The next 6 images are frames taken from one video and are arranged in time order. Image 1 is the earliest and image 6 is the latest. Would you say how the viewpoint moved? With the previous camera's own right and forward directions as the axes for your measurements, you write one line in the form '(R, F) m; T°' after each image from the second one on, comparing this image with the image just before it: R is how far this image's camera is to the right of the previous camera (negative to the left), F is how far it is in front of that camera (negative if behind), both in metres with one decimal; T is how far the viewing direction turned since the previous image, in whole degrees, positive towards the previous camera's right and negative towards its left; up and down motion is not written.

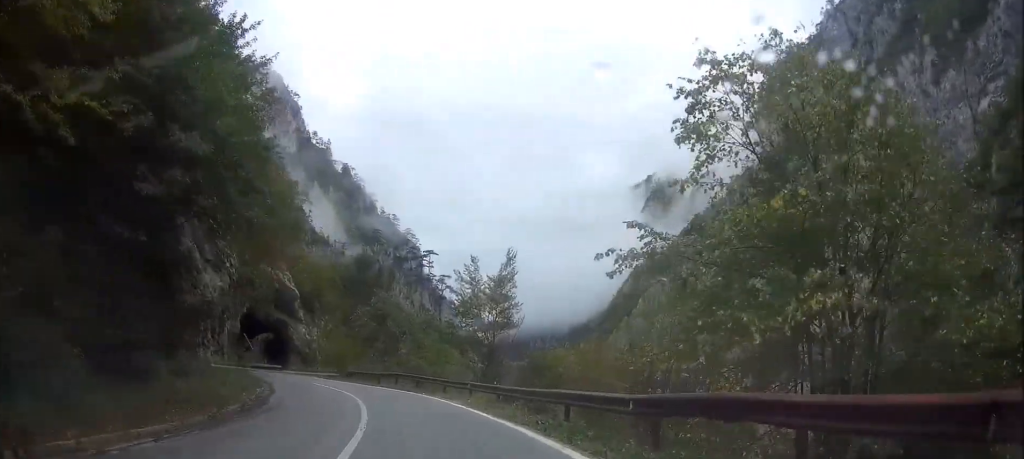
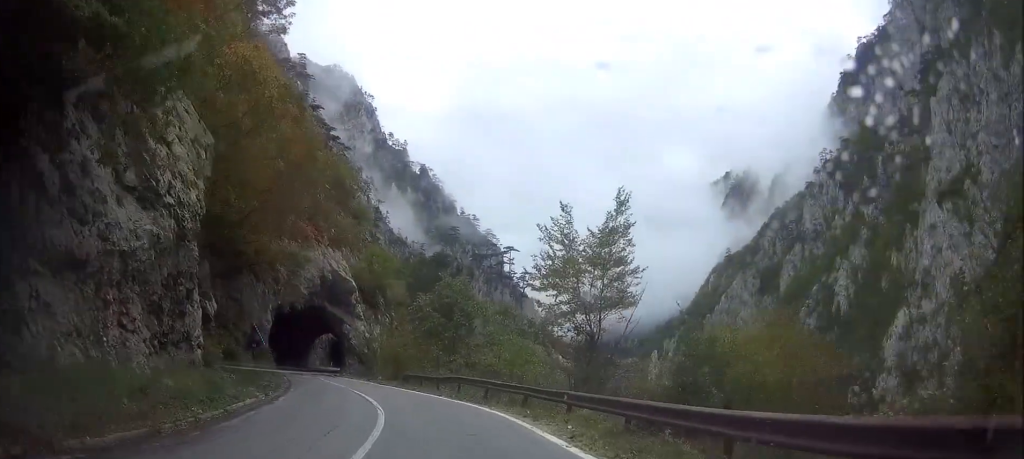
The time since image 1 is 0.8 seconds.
(-0.7, +9.6) m; -8°
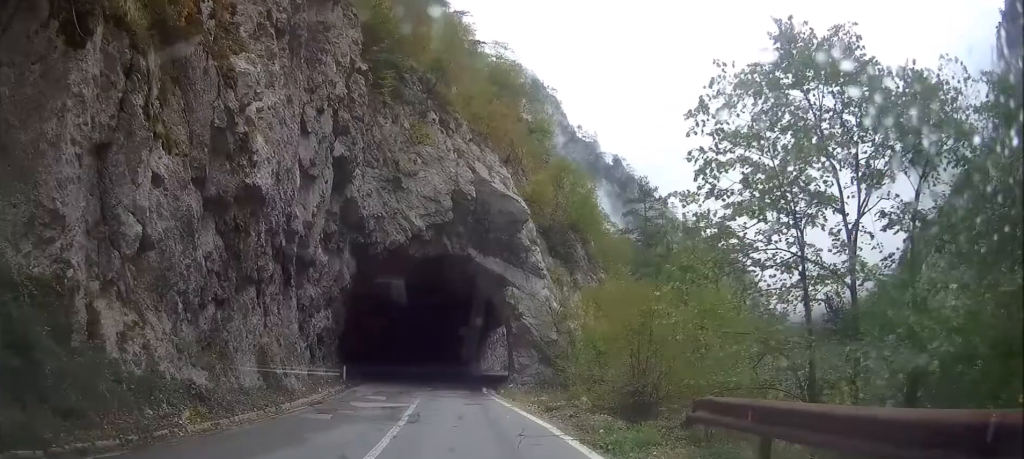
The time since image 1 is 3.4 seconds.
(-4.8, +33.2) m; -13°
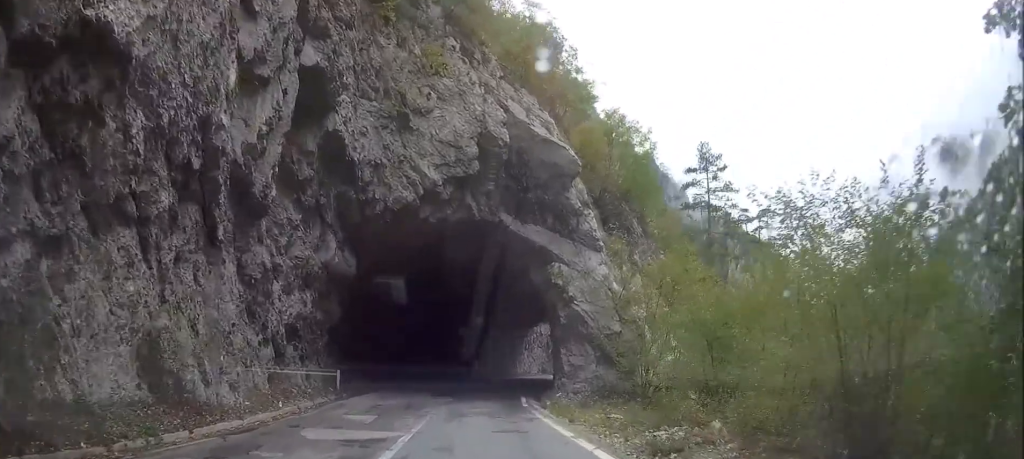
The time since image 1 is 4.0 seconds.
(-0.4, +8.3) m; -3°
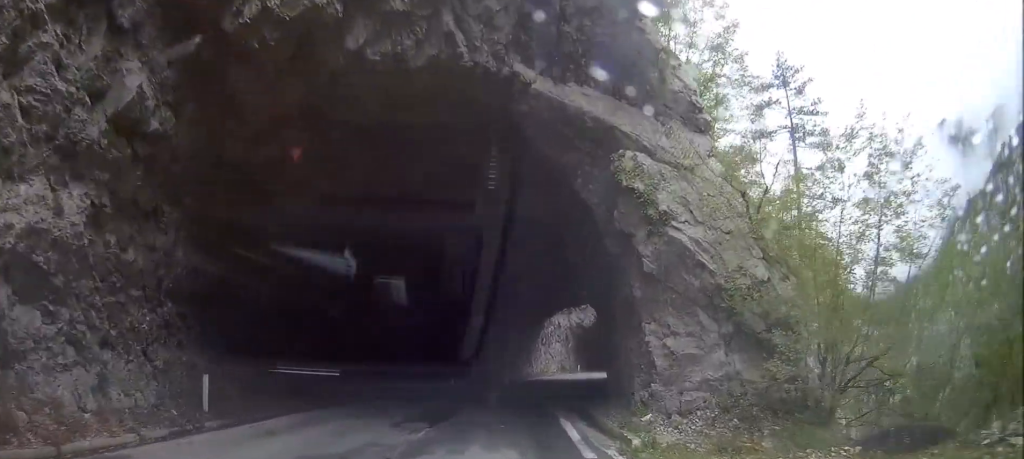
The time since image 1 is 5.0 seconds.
(-0.4, +13.1) m; -2°
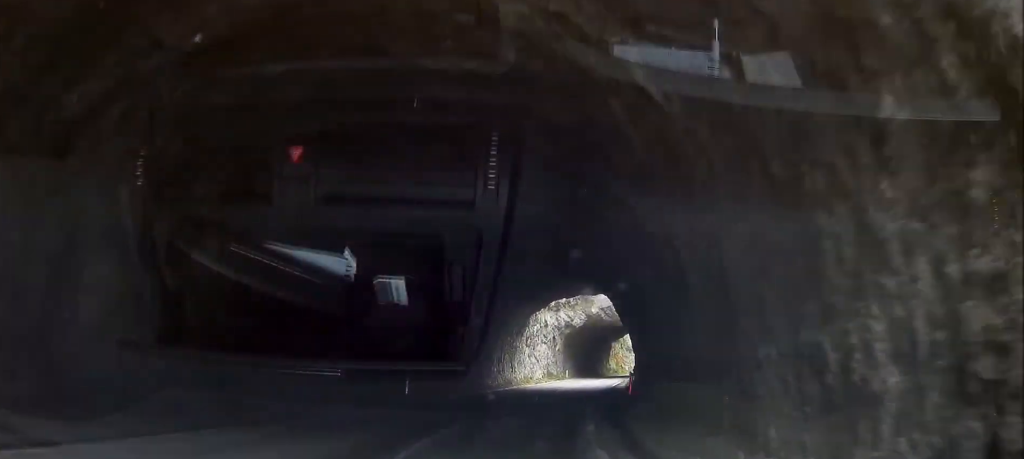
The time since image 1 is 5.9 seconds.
(0.0, +10.9) m; 0°
